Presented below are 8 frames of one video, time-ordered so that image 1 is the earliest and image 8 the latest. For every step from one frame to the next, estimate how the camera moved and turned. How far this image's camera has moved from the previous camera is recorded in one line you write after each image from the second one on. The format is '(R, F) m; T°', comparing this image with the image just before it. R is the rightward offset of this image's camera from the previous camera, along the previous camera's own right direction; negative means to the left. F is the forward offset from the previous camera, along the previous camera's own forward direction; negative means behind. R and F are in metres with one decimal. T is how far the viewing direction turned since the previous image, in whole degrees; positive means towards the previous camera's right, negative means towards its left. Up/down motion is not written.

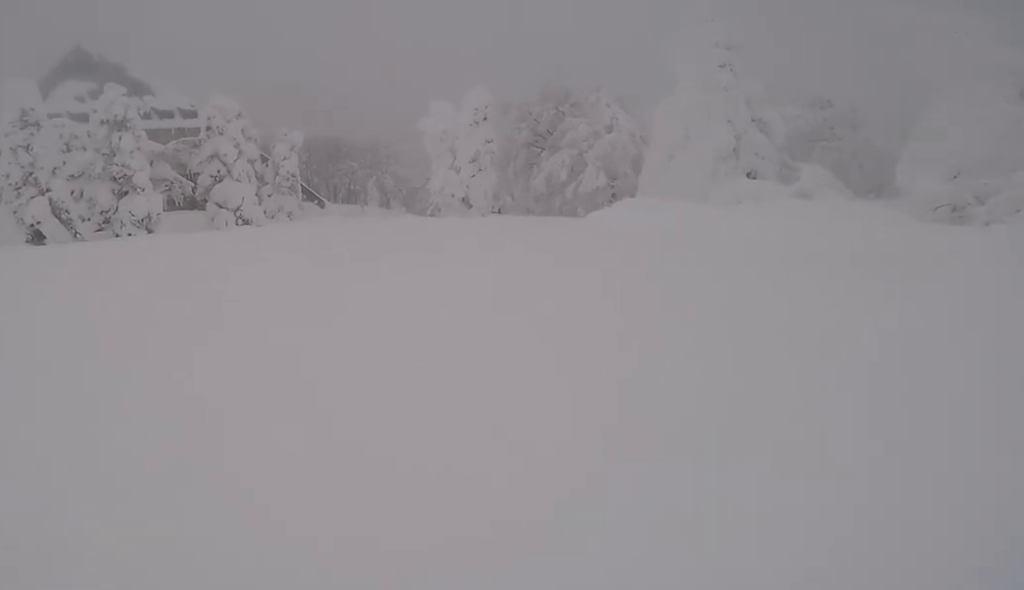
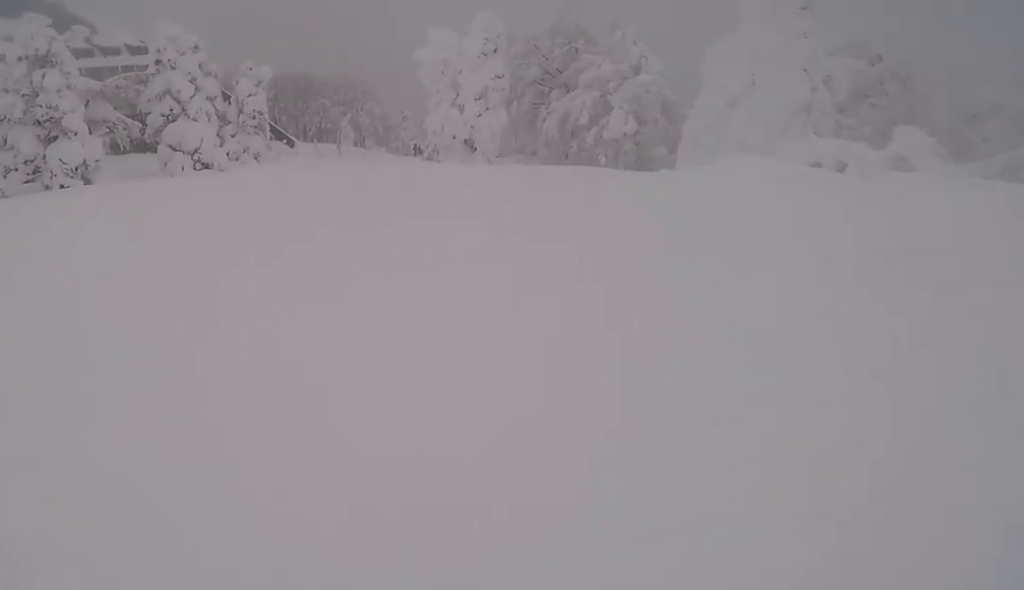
(0.0, +3.1) m; 0°
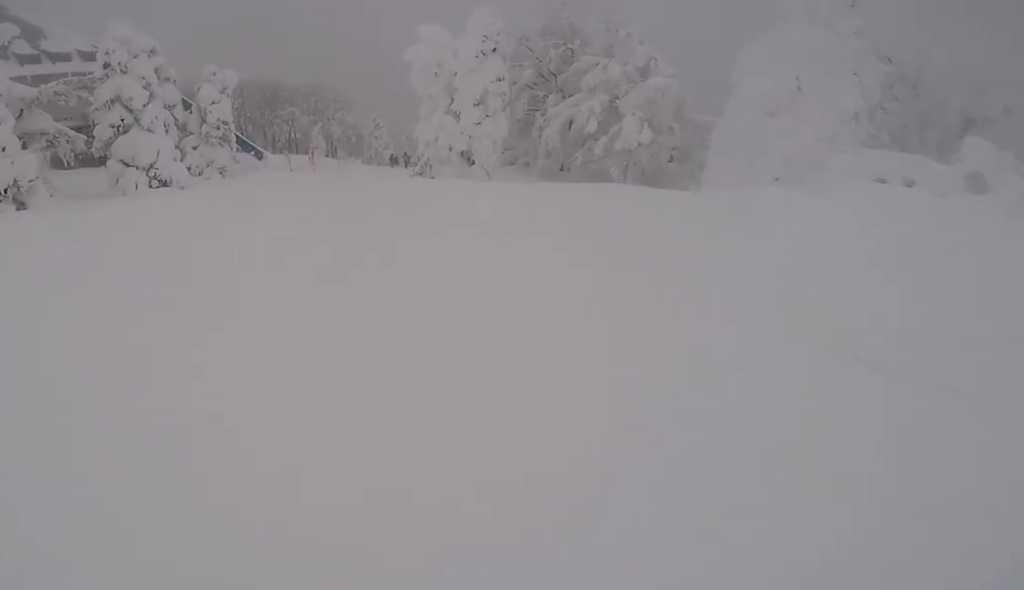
(0.0, +2.8) m; +1°
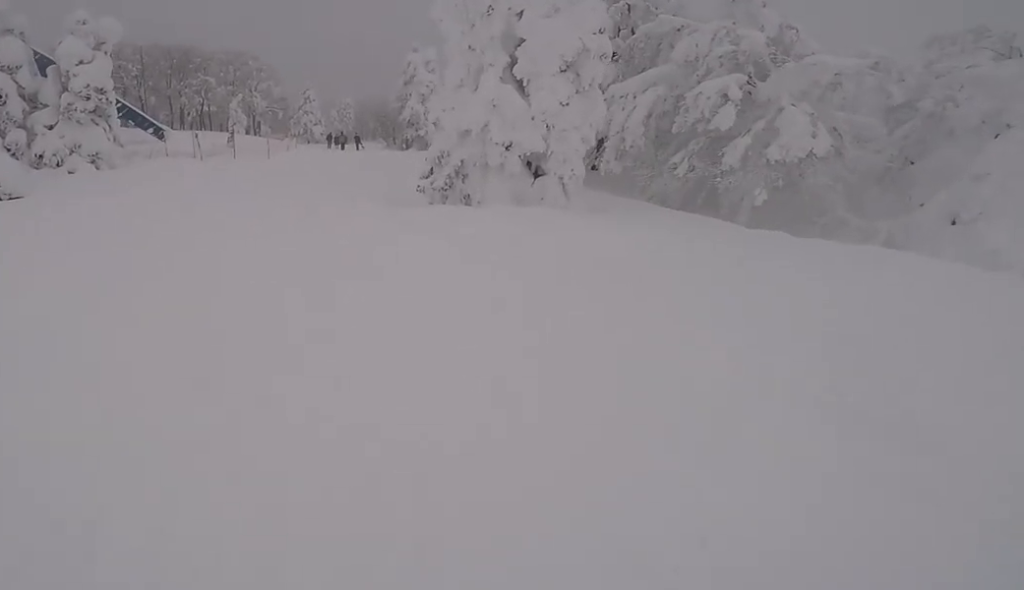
(+1.7, +9.3) m; +13°
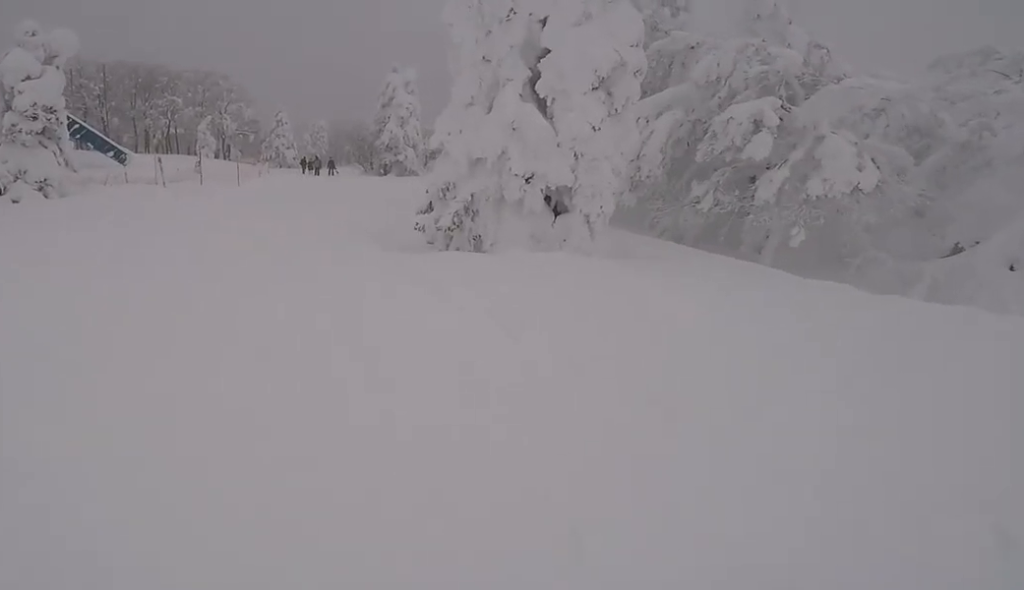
(-0.2, +2.0) m; 0°
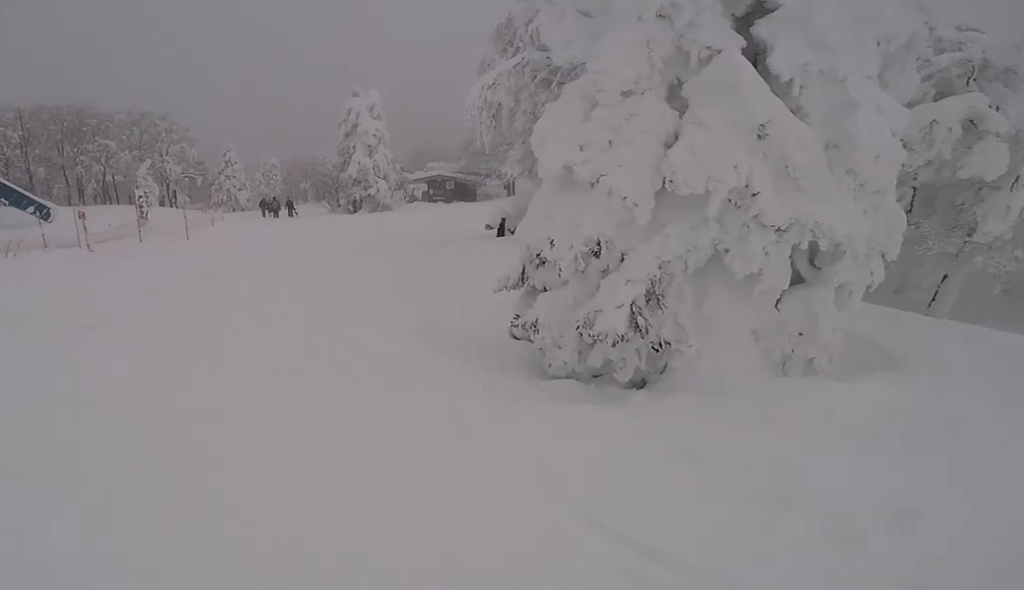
(-0.1, +5.2) m; +5°
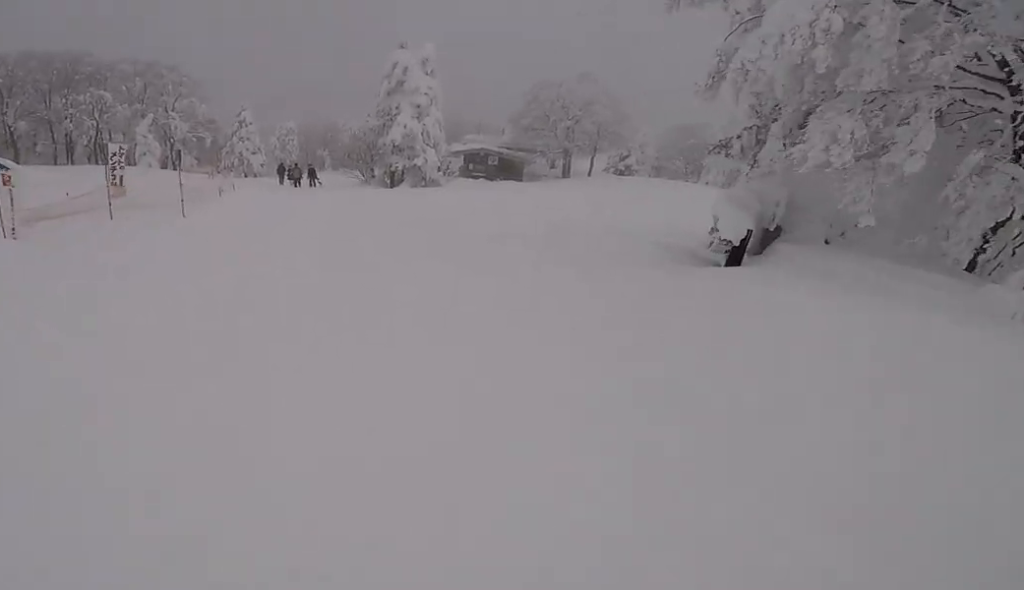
(+1.1, +7.2) m; +7°
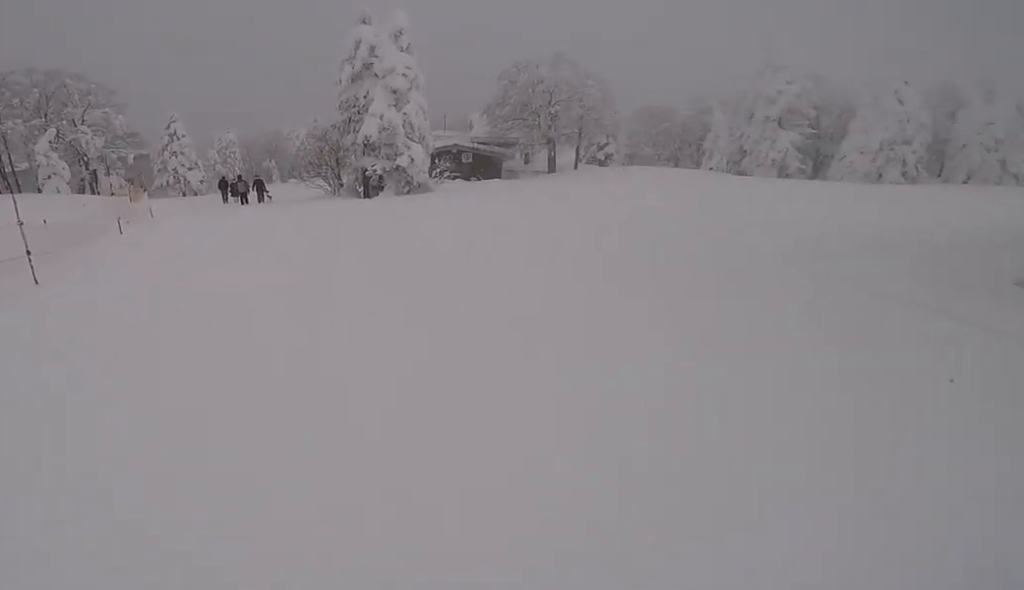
(-0.5, +7.4) m; -6°
